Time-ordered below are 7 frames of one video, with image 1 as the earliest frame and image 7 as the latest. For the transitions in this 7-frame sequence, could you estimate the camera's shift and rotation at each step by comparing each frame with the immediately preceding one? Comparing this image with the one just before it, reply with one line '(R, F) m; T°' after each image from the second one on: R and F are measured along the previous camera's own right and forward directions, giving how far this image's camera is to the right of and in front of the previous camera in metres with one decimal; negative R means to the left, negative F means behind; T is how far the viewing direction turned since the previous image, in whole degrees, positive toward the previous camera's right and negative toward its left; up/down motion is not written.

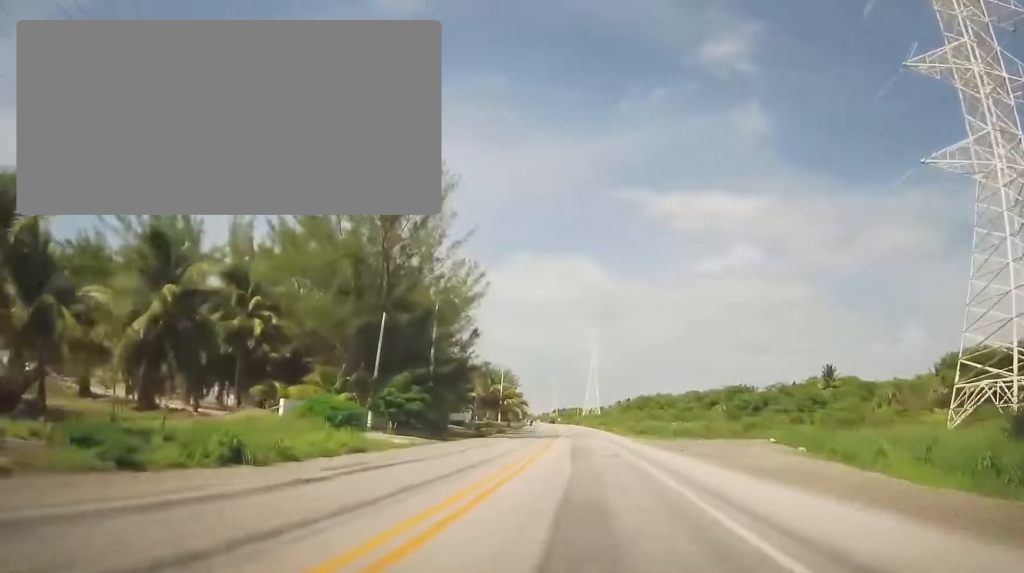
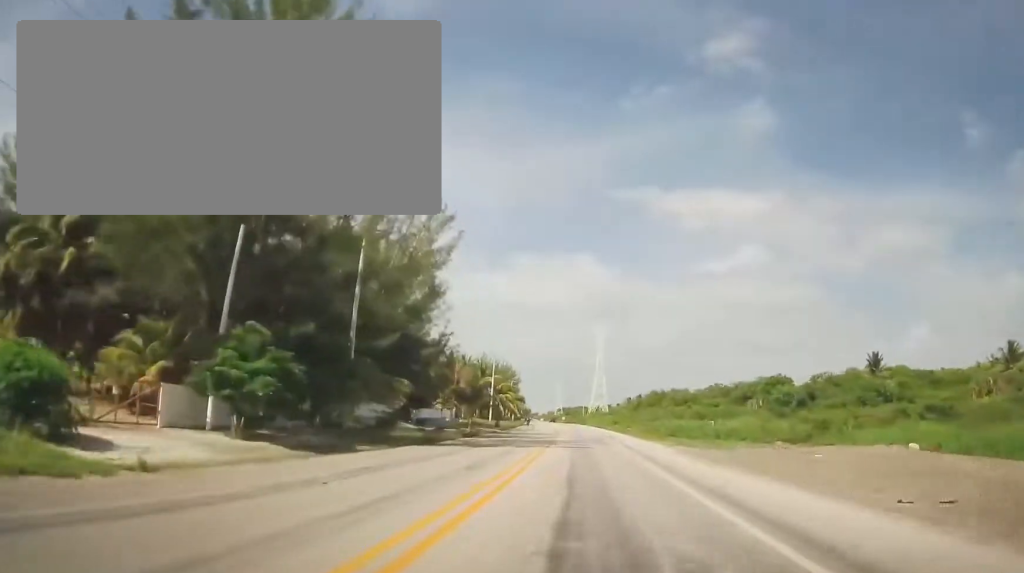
(-0.2, +19.2) m; -1°
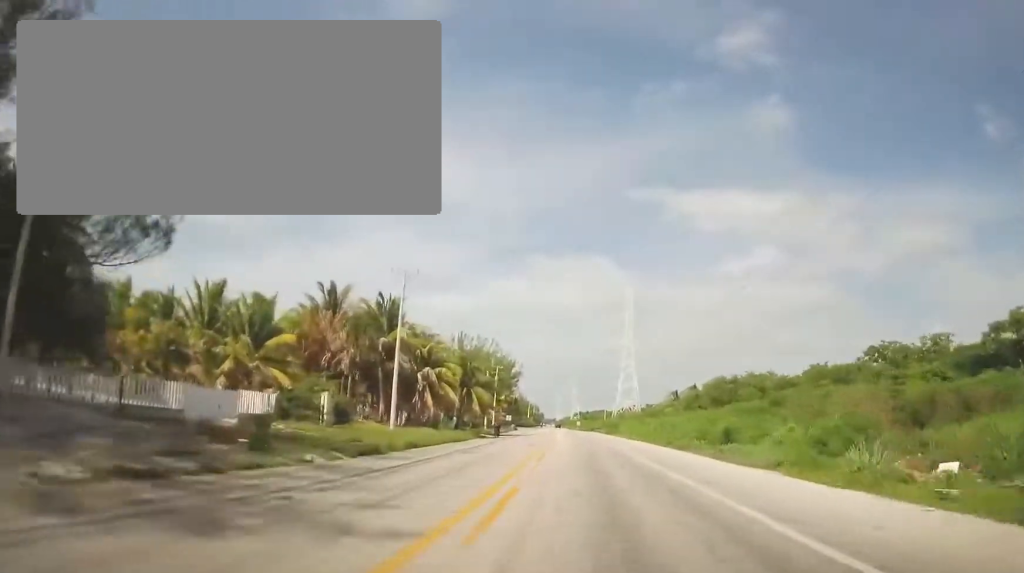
(-1.3, +61.0) m; -2°
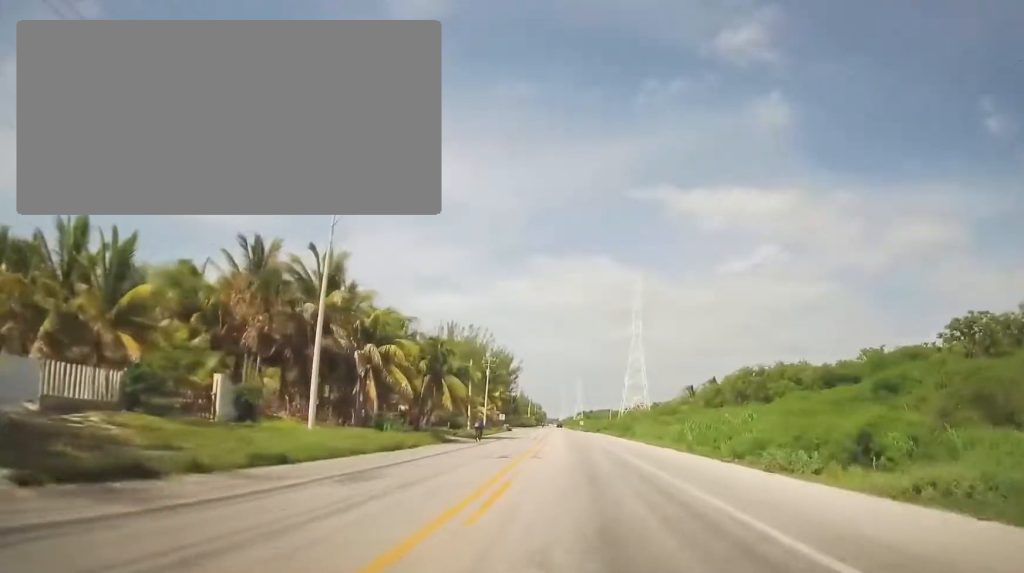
(-0.1, +13.8) m; 0°
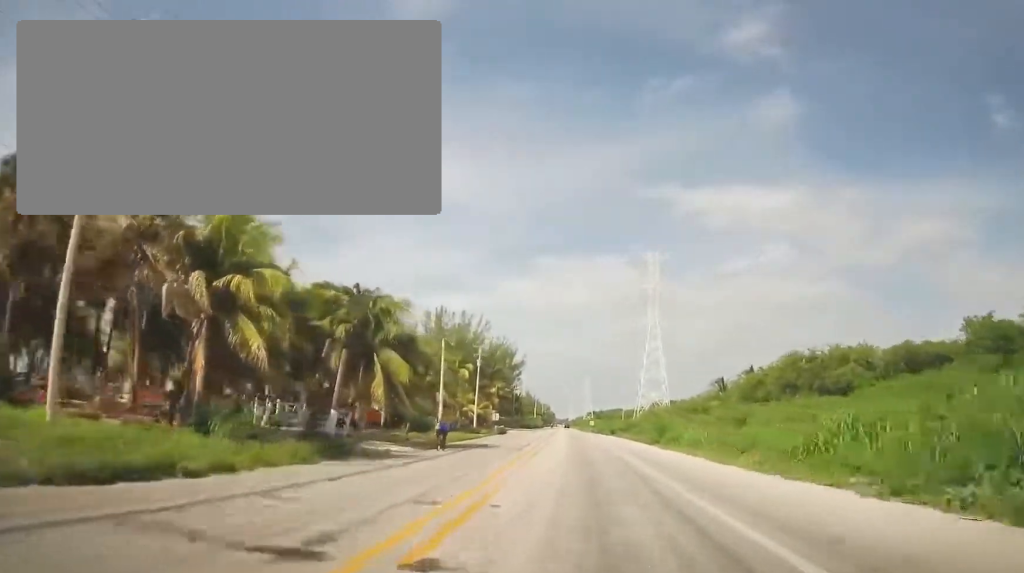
(0.0, +17.2) m; 0°
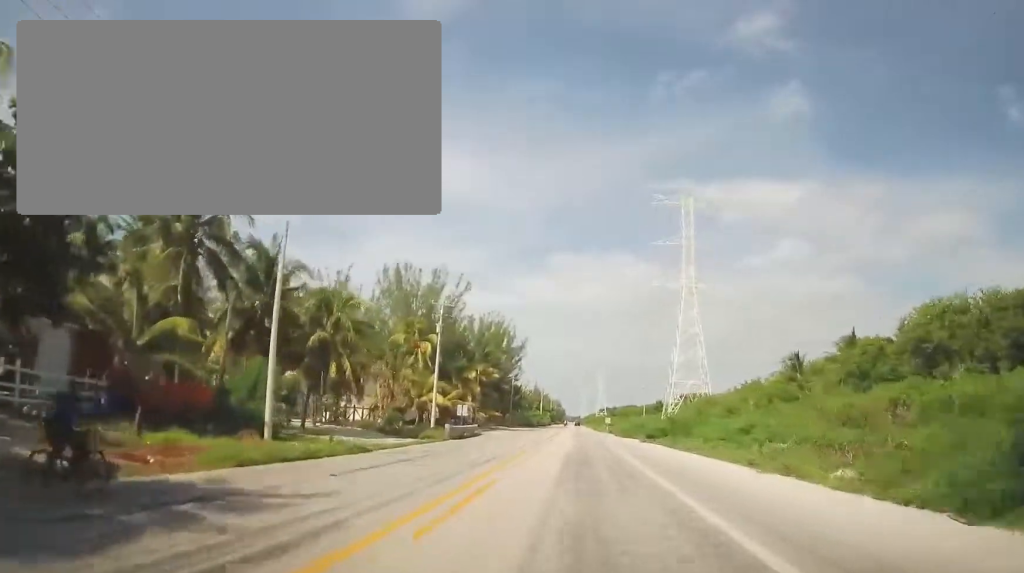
(+0.1, +29.0) m; -1°
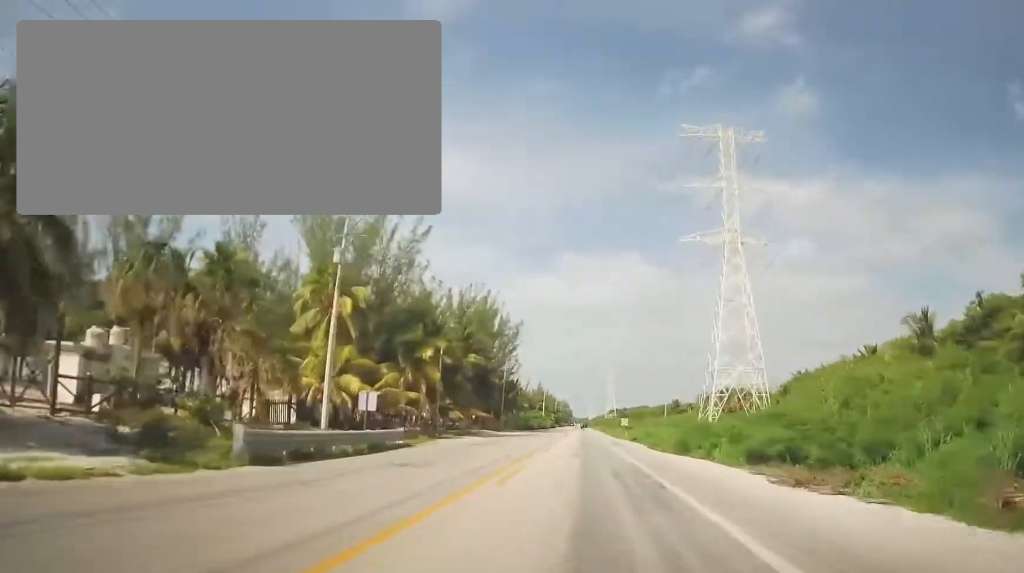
(-0.2, +24.8) m; -2°
